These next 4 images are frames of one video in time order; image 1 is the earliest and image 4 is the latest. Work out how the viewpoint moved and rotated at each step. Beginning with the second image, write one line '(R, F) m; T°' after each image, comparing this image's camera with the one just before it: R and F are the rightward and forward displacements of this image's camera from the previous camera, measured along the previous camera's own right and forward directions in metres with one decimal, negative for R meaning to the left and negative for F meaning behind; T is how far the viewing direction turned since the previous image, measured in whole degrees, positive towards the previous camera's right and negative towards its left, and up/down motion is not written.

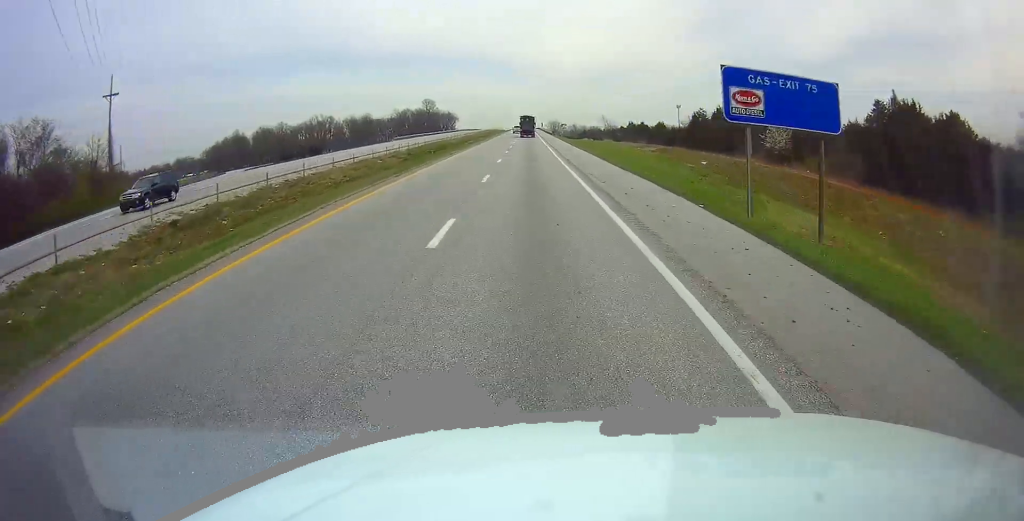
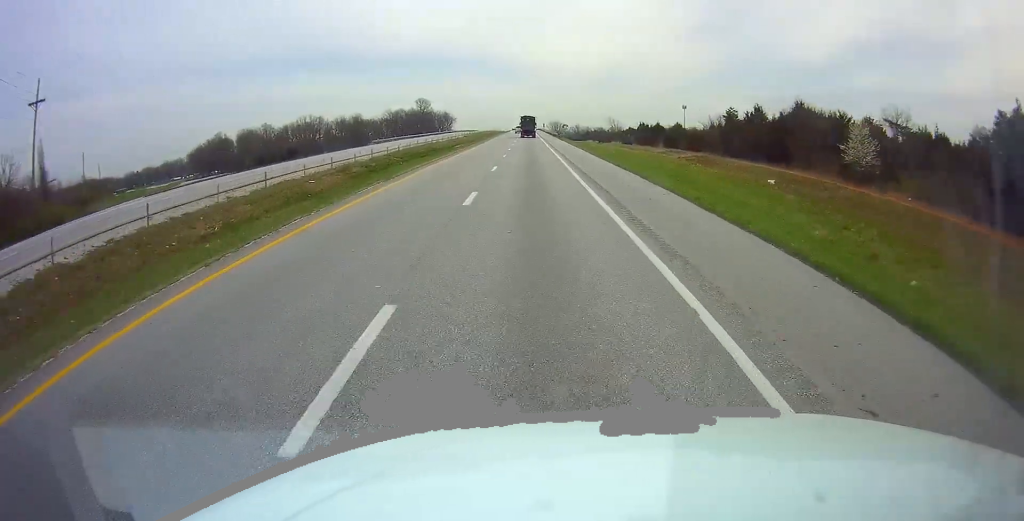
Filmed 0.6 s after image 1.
(0.0, +18.3) m; 0°
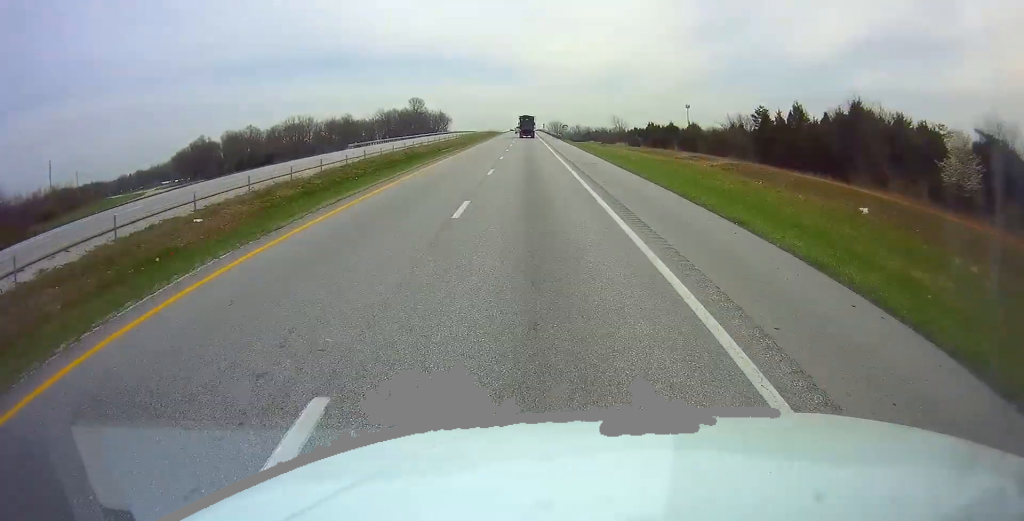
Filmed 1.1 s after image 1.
(0.0, +14.3) m; 0°
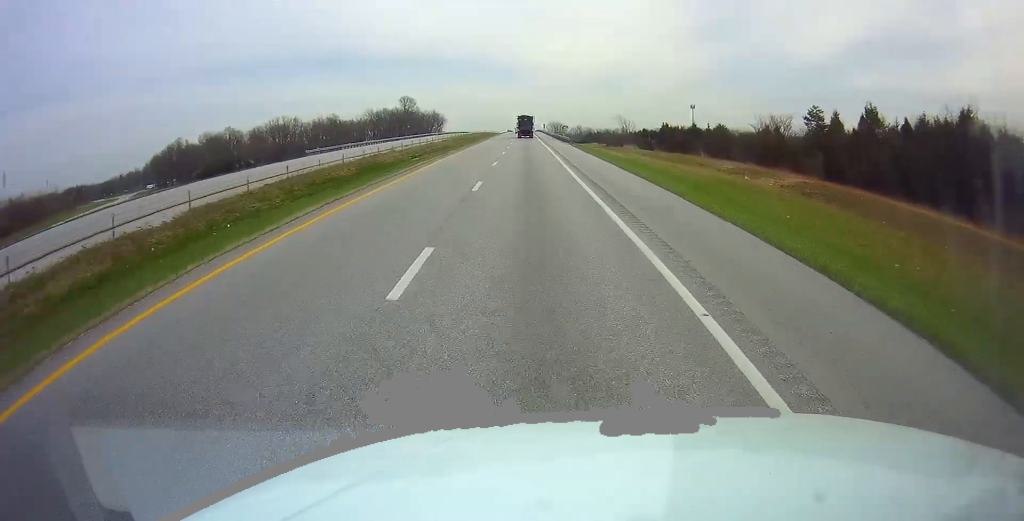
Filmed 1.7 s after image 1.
(0.0, +18.4) m; 0°
